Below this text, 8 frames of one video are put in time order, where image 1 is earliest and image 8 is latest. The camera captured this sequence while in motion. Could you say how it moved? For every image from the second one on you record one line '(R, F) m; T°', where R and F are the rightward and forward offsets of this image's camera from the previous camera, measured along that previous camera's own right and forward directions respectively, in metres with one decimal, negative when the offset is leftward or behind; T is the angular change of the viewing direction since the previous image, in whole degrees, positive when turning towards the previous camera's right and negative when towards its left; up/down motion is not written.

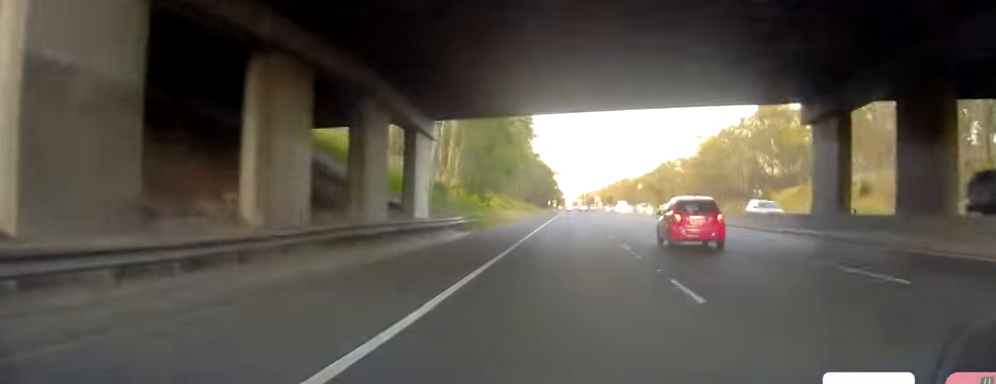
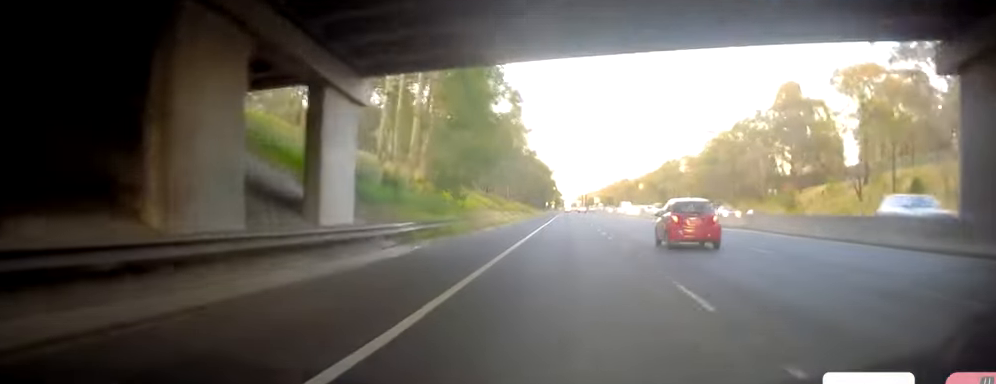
(-0.2, +12.7) m; 0°
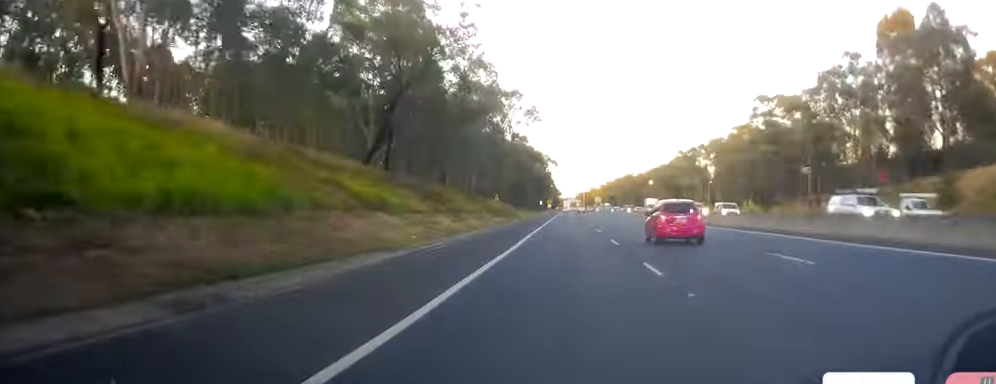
(+0.3, +42.8) m; +1°
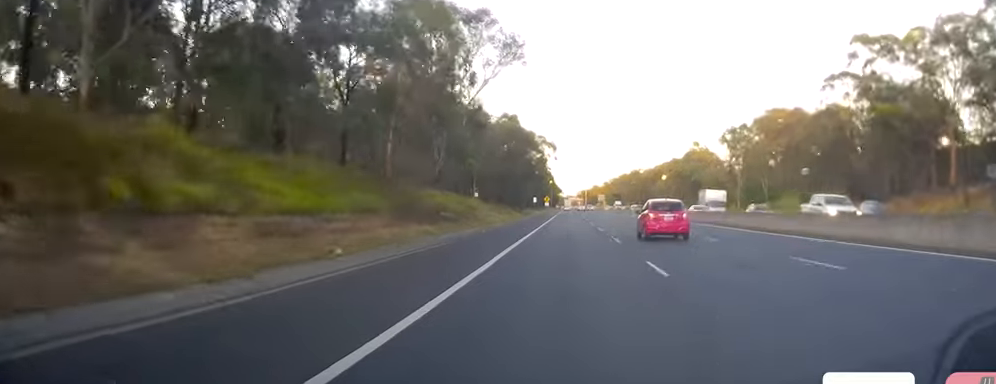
(-0.6, +37.1) m; -2°
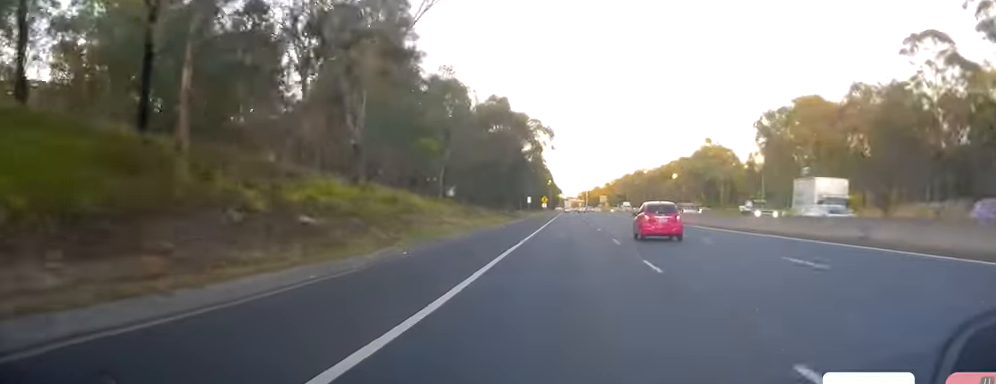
(-0.3, +22.4) m; 0°
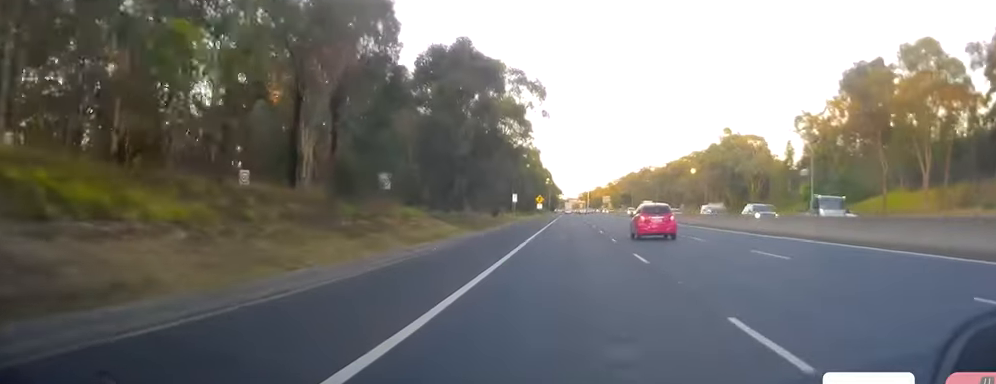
(+0.7, +32.5) m; +1°
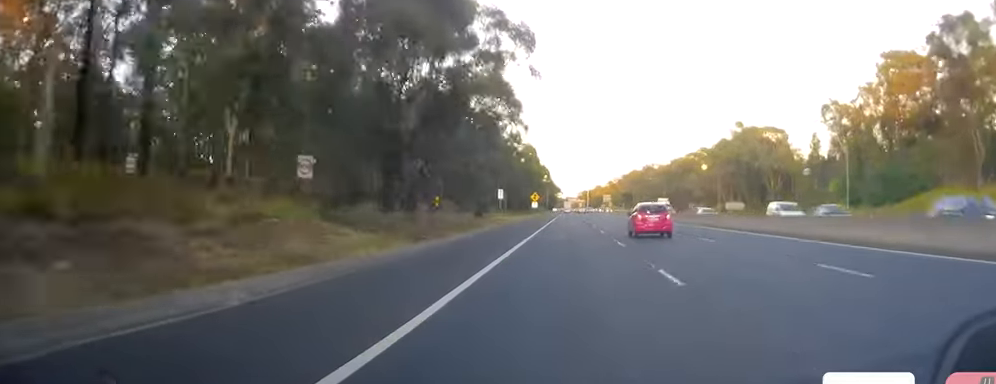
(0.0, +17.2) m; 0°
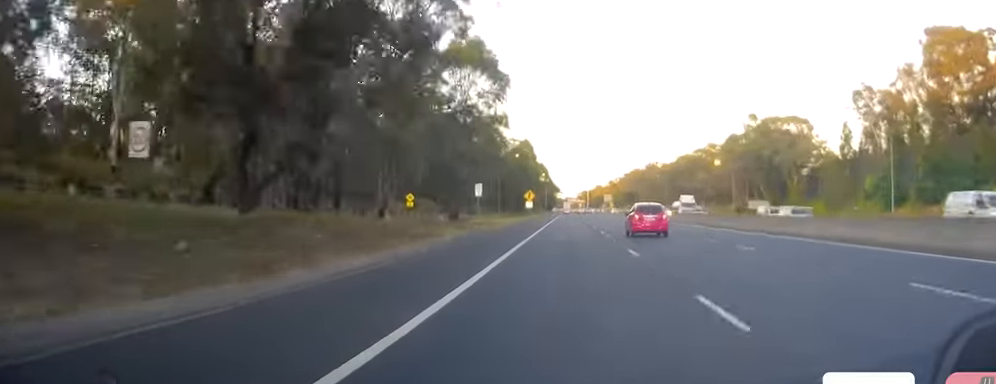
(0.0, +16.4) m; 0°
